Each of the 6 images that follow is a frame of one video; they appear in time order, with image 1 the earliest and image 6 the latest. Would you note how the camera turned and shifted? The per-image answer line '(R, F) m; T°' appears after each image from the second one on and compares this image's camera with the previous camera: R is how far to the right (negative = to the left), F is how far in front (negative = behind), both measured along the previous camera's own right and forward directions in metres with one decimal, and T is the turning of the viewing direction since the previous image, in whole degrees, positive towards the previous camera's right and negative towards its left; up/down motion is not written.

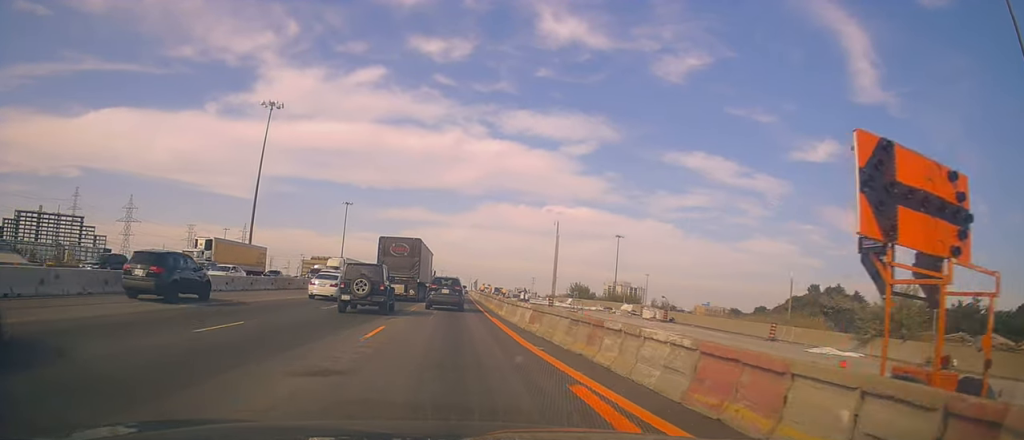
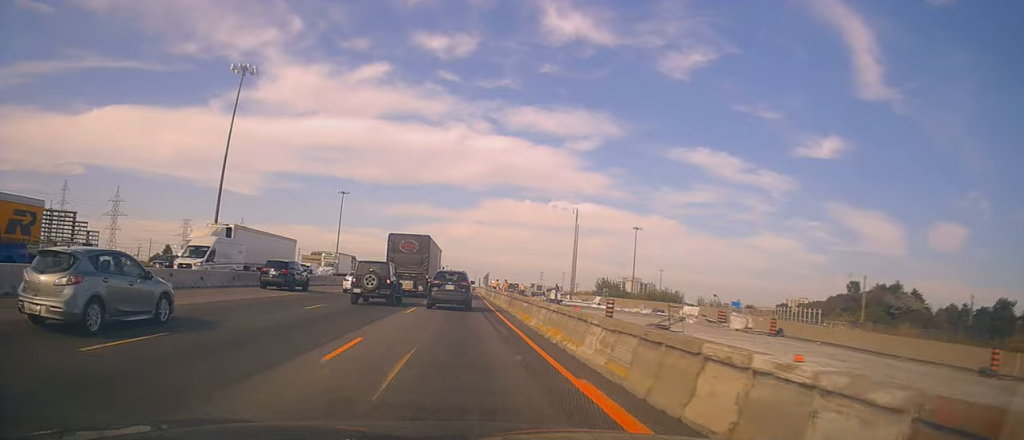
(-0.6, +14.1) m; -2°
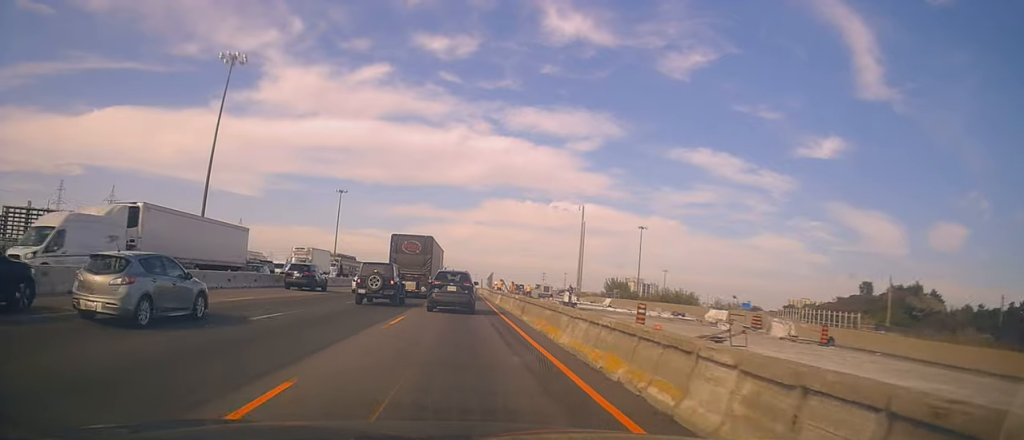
(-0.1, +4.6) m; +1°
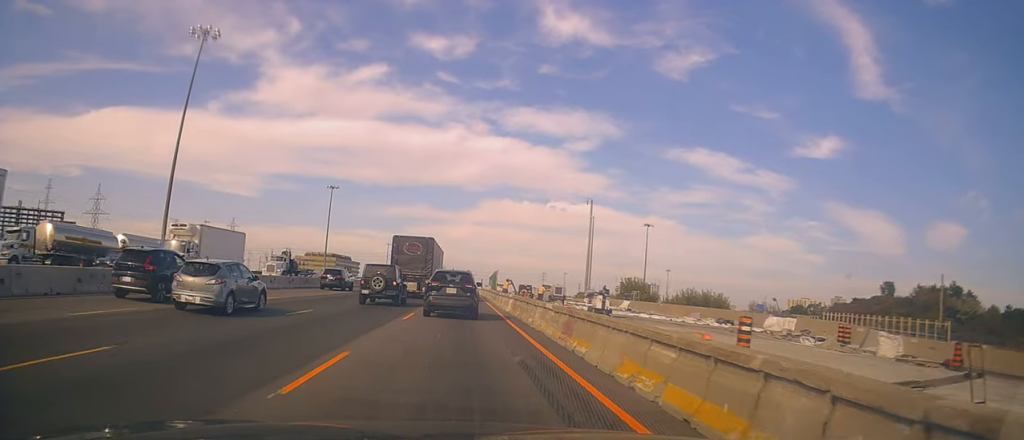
(+0.4, +10.2) m; -2°
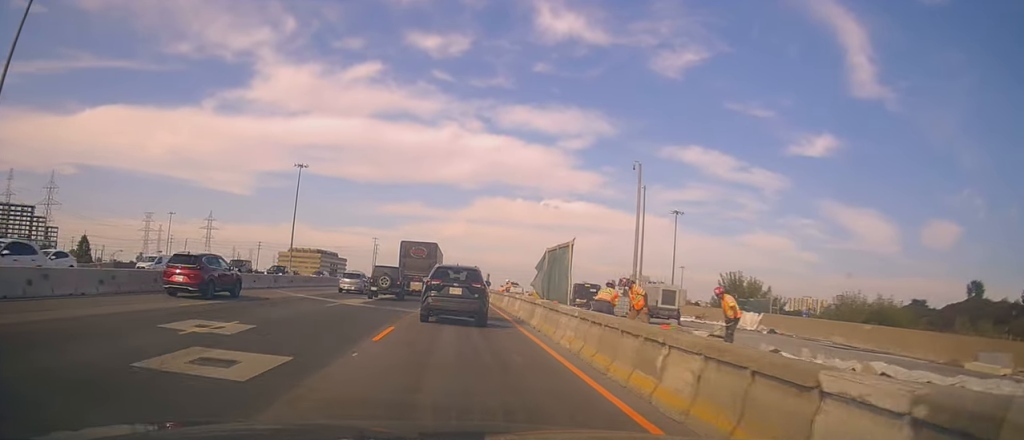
(-0.3, +32.7) m; 0°
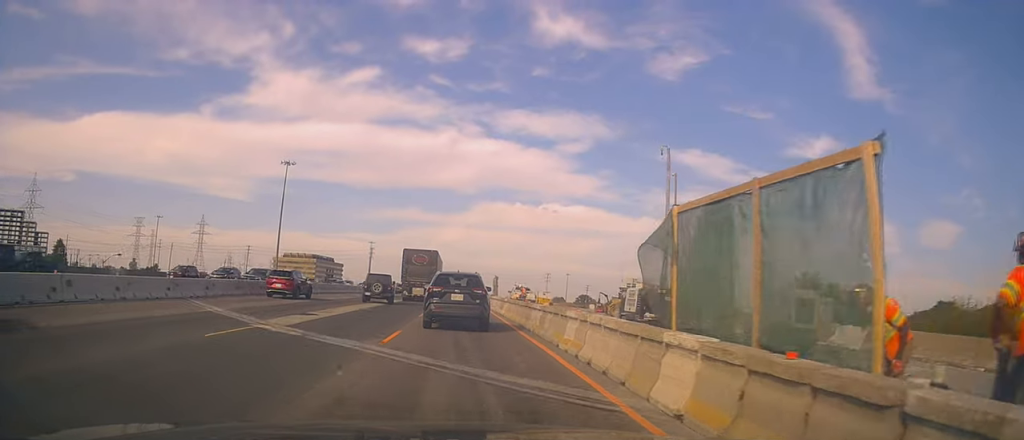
(+0.6, +10.9) m; +3°
